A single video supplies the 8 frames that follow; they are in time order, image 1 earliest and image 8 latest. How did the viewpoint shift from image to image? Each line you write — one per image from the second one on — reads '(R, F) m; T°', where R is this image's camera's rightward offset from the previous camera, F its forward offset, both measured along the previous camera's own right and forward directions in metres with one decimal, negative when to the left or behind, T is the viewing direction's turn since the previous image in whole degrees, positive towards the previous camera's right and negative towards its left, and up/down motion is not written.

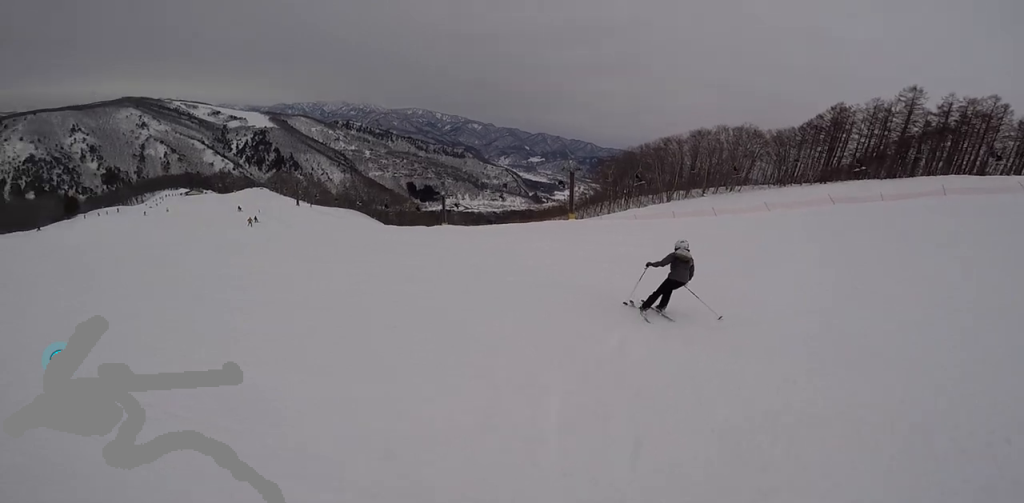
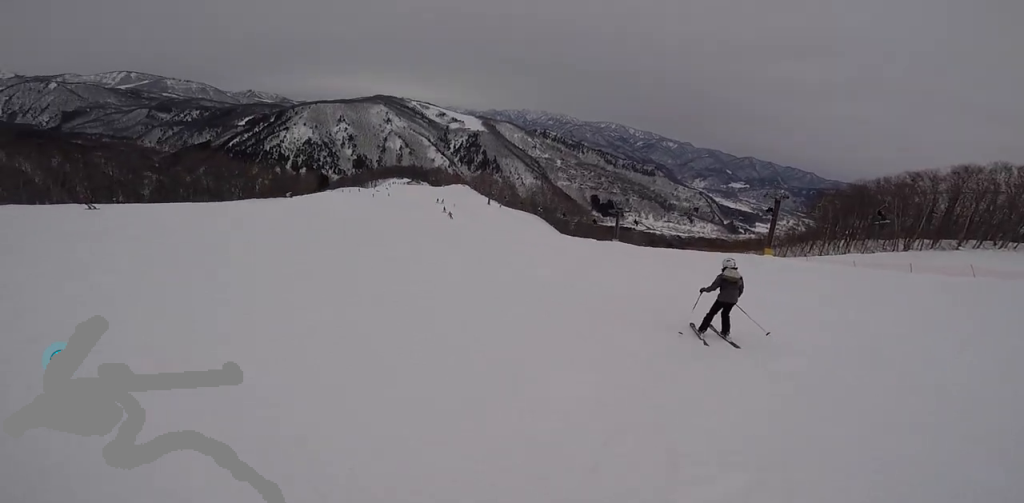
(-0.4, +3.0) m; -17°
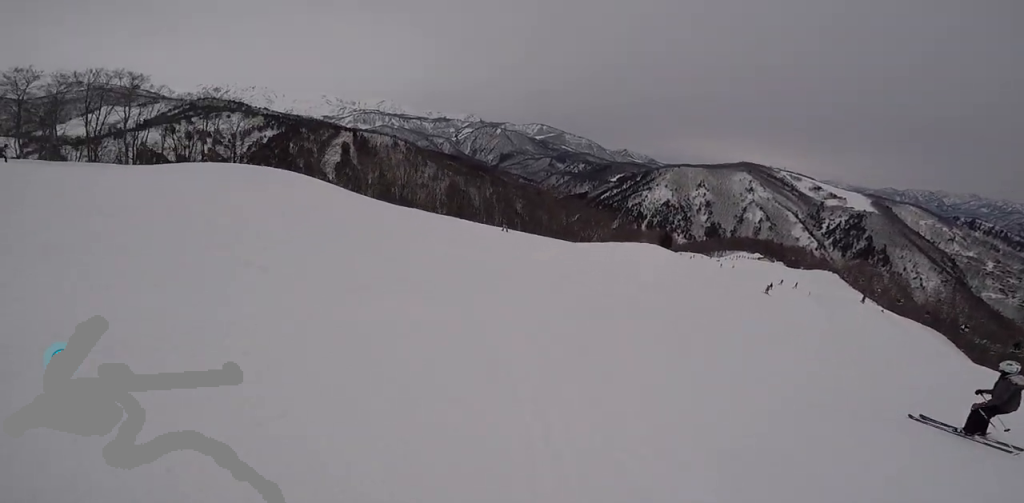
(-4.8, +6.4) m; -68°
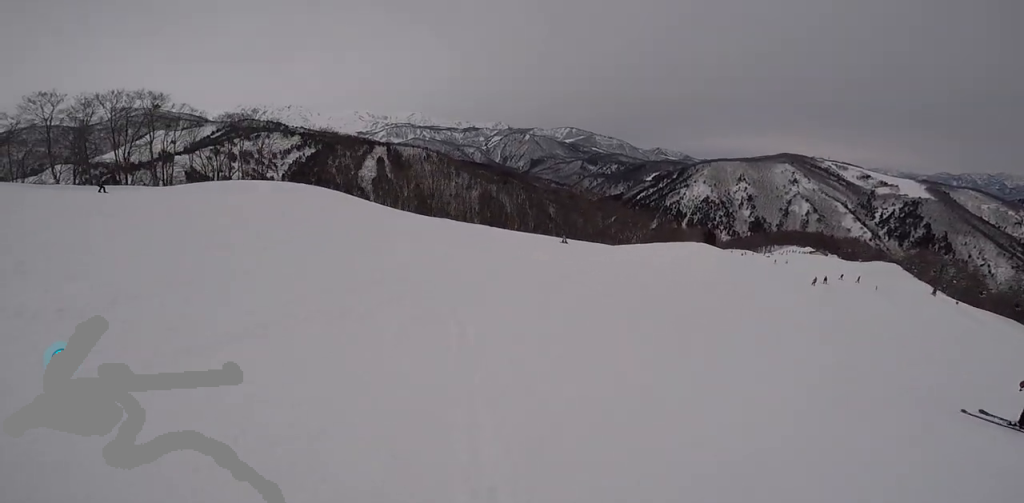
(-0.3, +2.6) m; -6°
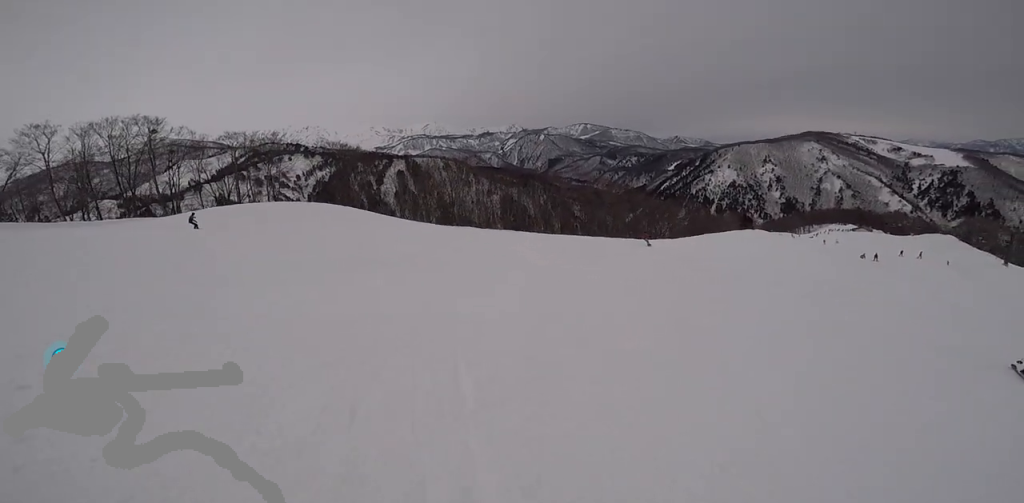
(-0.3, +4.1) m; -4°
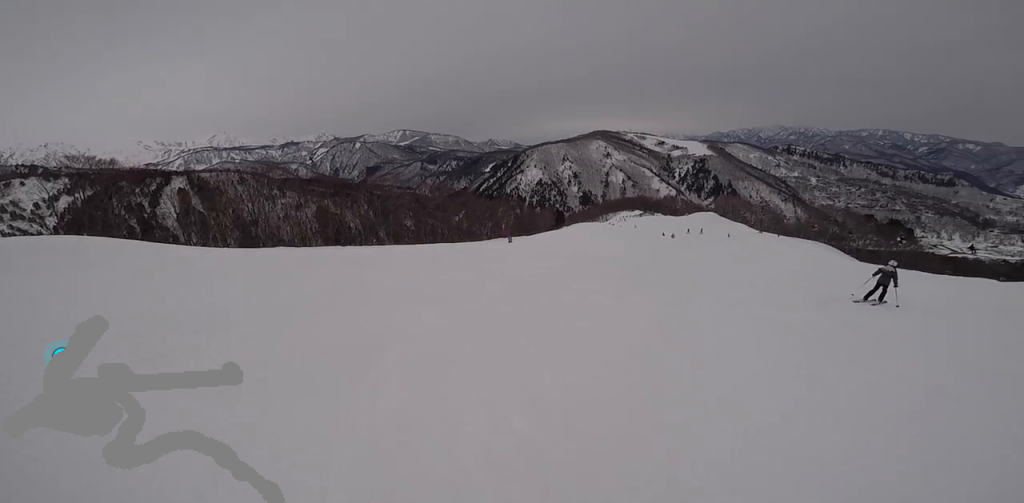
(-0.1, +4.7) m; +15°
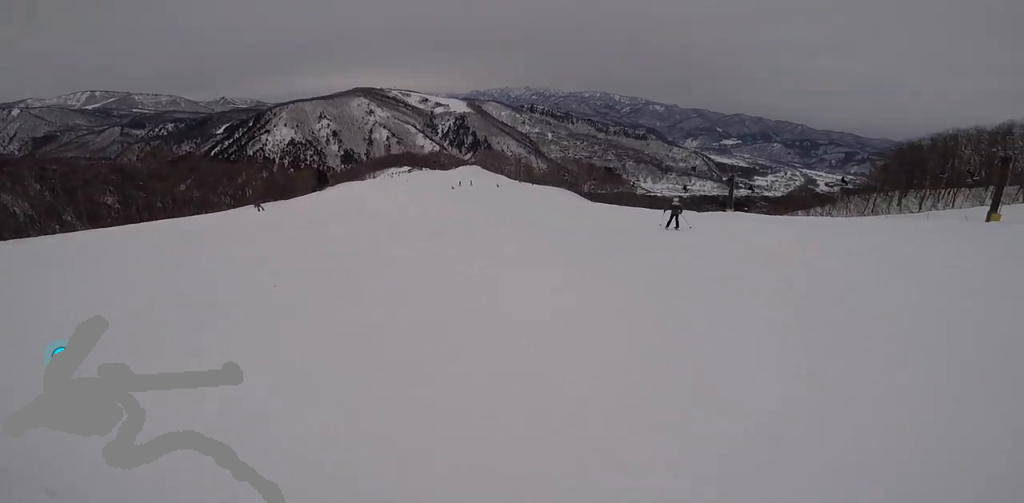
(+0.6, +3.0) m; +28°
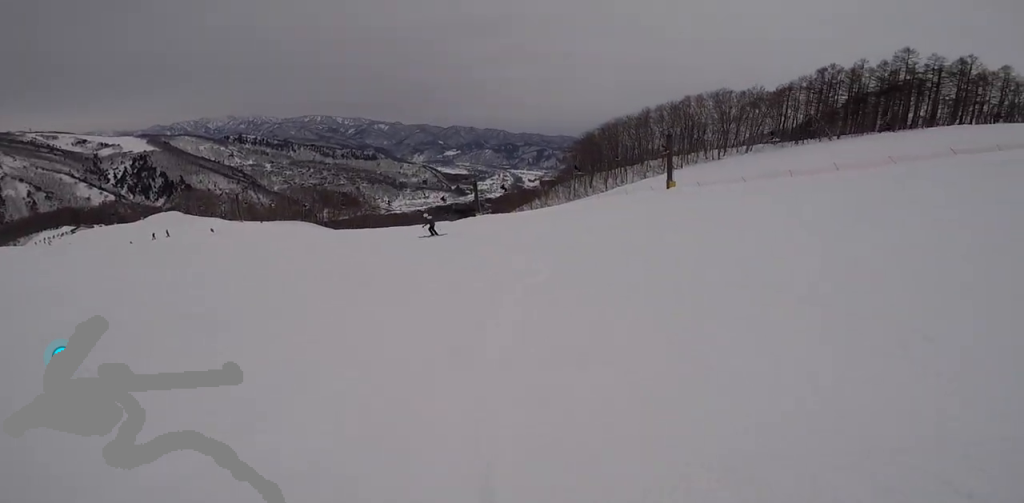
(+1.6, +3.7) m; +43°
